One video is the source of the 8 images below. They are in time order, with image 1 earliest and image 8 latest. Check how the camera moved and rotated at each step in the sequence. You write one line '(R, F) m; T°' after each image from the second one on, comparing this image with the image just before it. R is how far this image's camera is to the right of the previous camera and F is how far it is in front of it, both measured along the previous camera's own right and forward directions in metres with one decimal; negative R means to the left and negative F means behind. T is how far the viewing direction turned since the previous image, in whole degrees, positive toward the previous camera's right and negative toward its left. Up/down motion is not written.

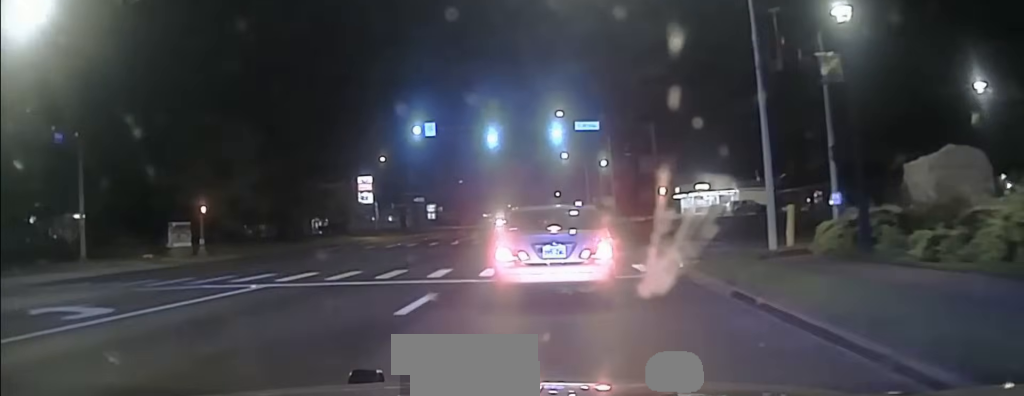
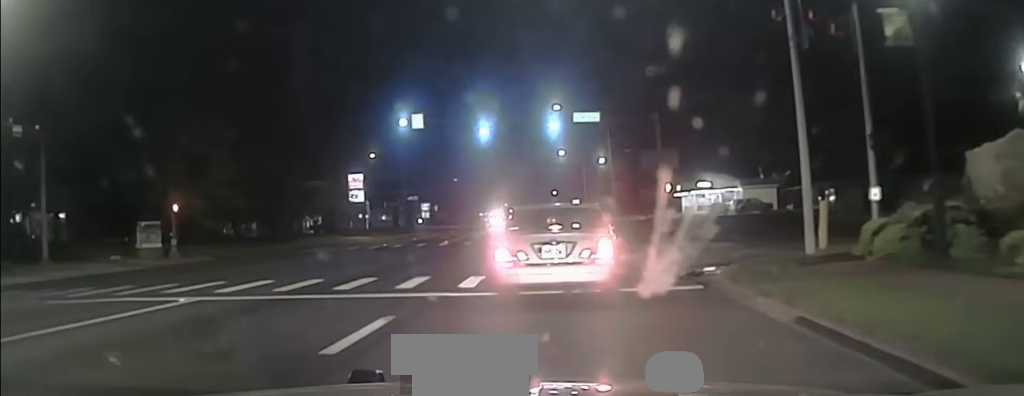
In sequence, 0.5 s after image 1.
(0.0, +3.9) m; -1°
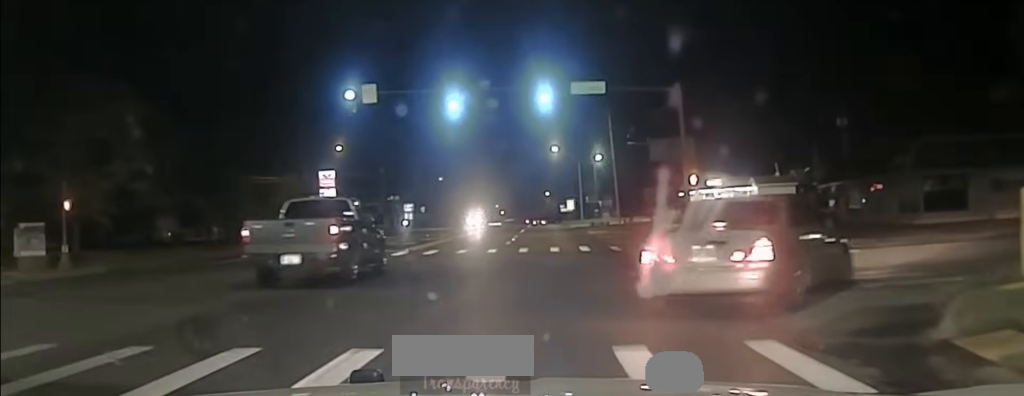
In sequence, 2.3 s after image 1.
(-0.5, +11.0) m; -2°
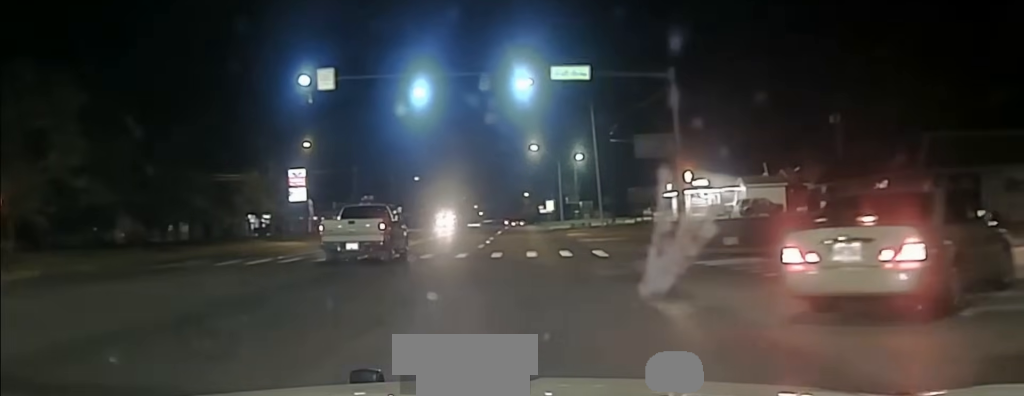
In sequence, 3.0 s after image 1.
(0.0, +3.9) m; +3°
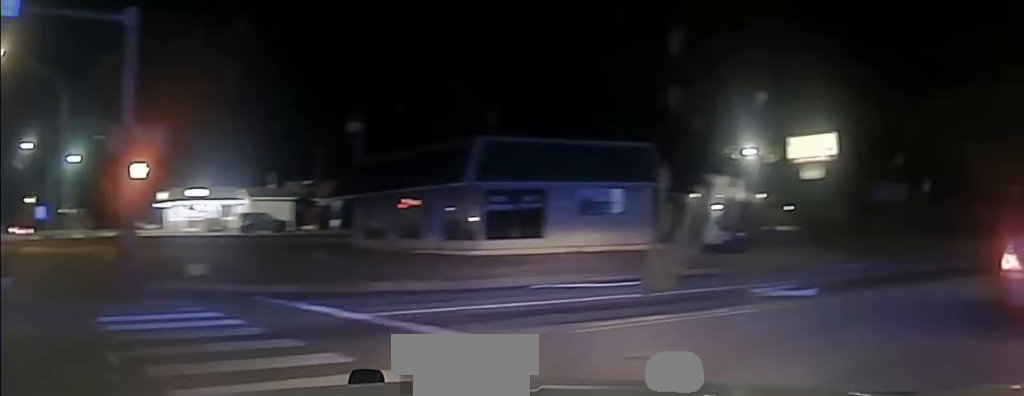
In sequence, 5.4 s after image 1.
(+2.7, +10.3) m; +44°
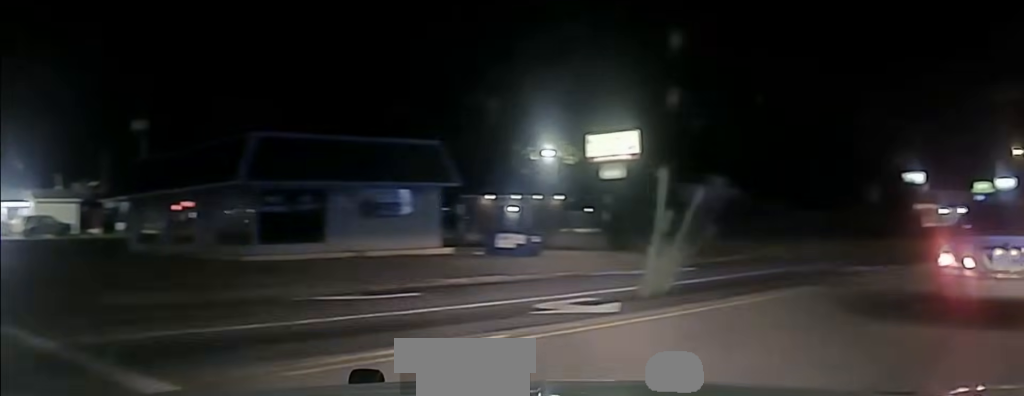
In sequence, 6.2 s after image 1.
(+0.7, +2.7) m; +13°
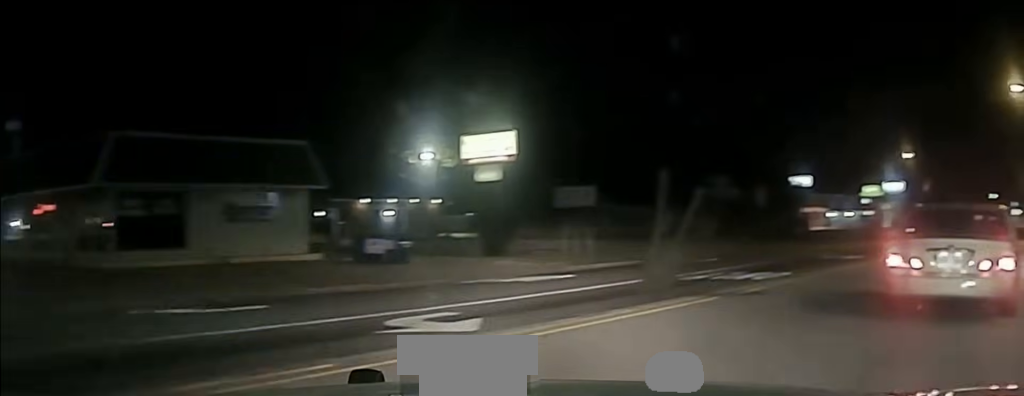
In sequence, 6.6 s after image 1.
(+0.1, +1.7) m; +3°
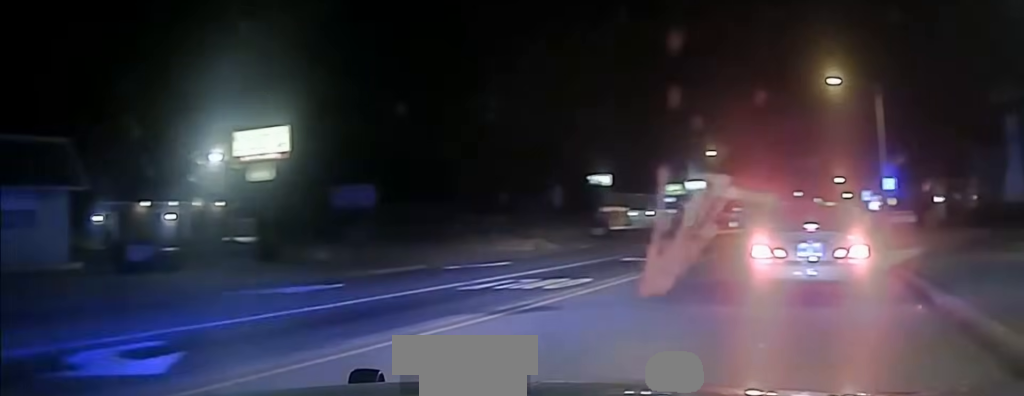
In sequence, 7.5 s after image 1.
(0.0, +2.8) m; +6°
